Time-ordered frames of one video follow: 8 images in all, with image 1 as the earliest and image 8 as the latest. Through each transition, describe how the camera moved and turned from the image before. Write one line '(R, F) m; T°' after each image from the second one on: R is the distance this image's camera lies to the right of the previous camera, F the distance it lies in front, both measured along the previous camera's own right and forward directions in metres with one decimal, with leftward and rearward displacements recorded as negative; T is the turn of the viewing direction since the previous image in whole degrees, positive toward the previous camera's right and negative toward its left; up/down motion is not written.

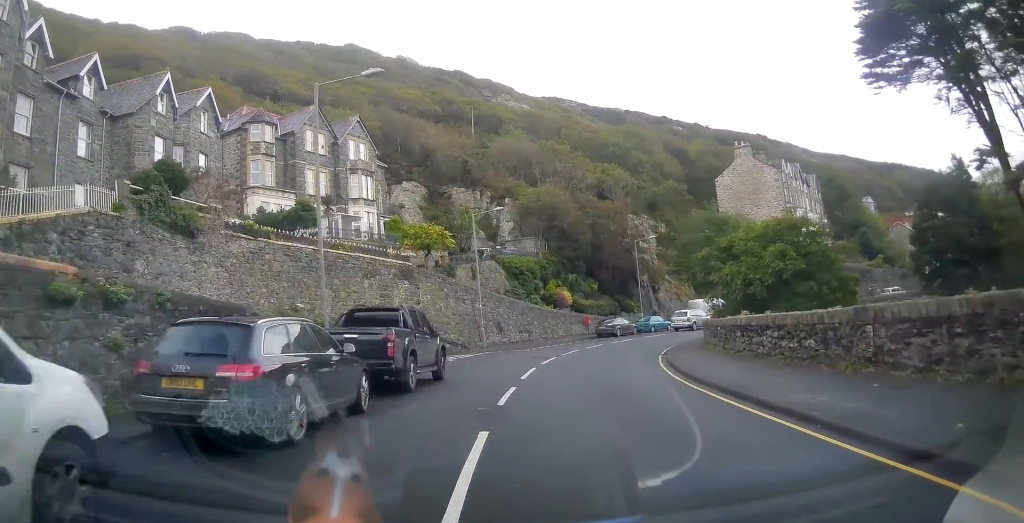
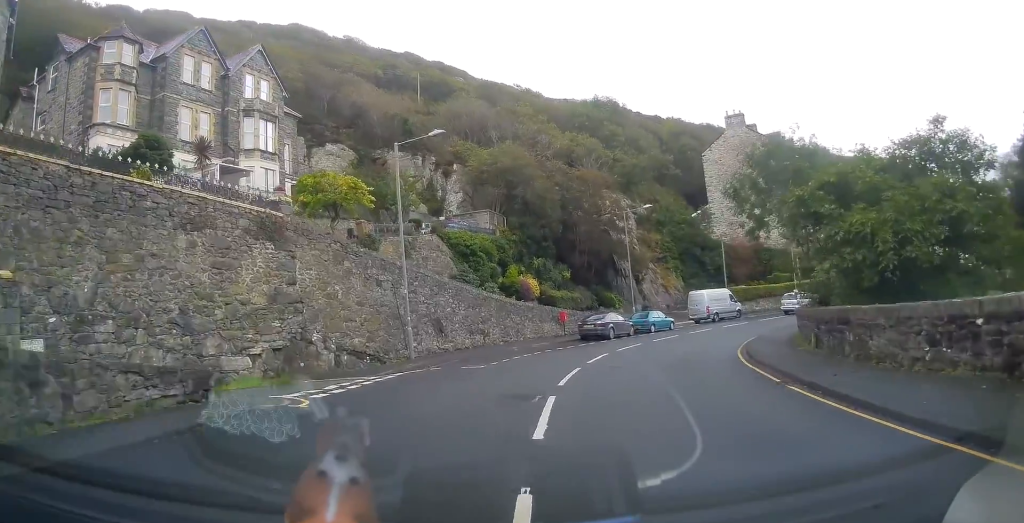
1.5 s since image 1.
(+0.6, +14.3) m; +6°
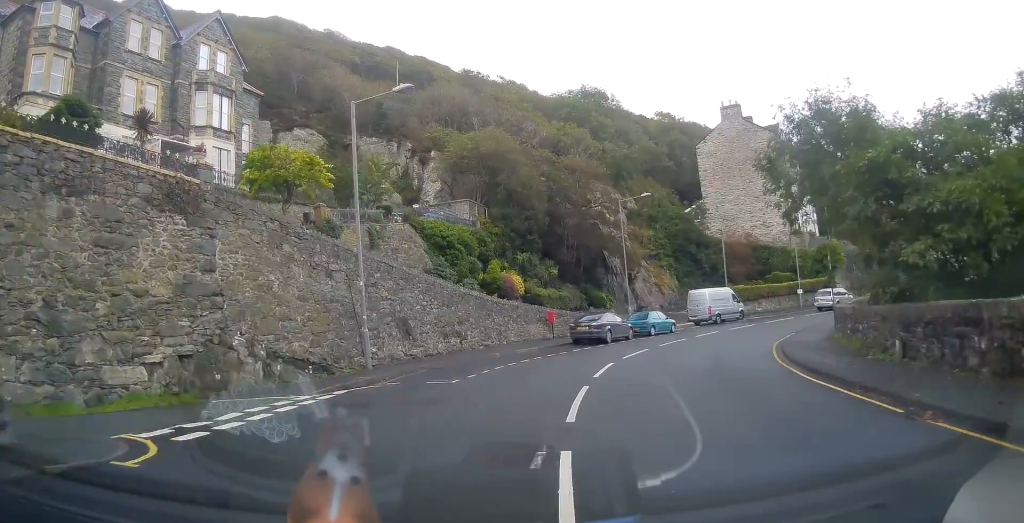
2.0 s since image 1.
(+0.1, +4.6) m; +3°
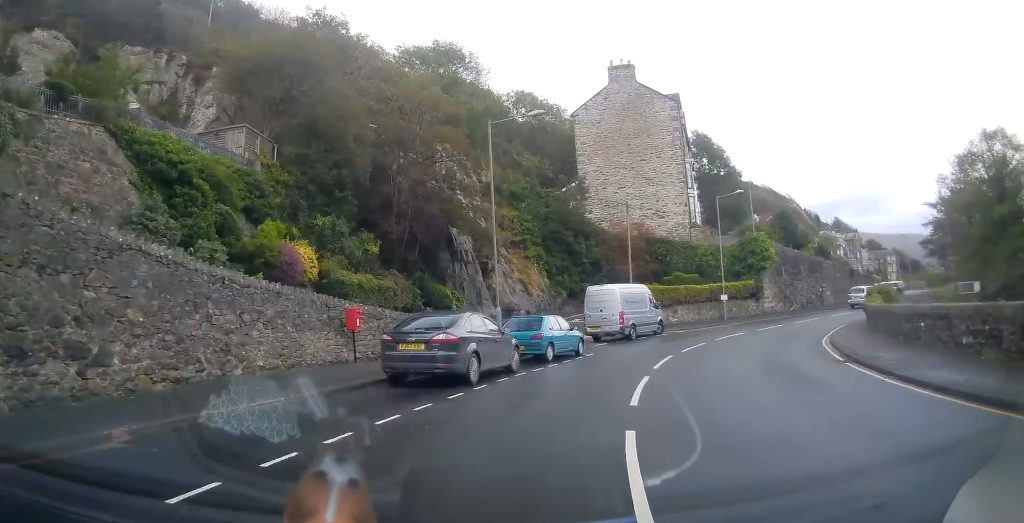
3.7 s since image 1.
(+2.1, +17.0) m; +17°
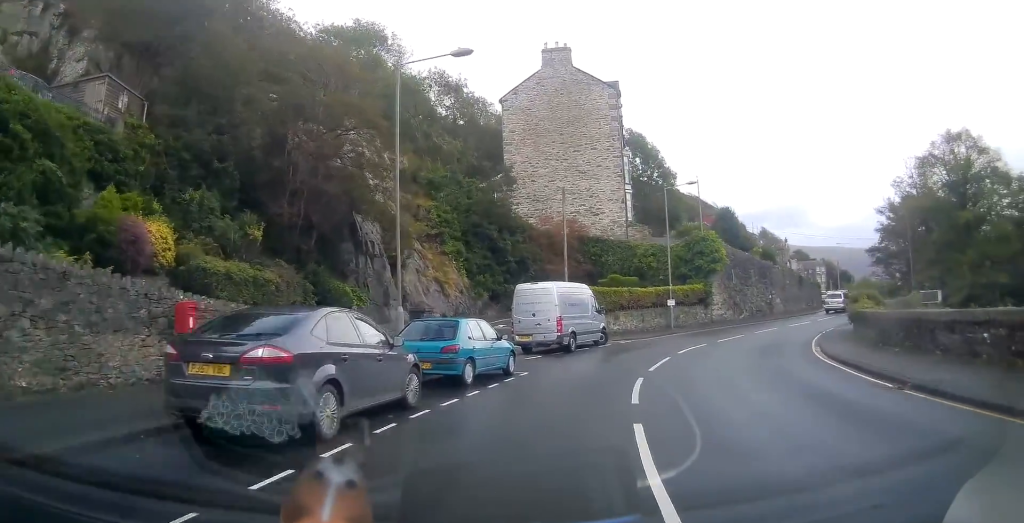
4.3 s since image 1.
(+0.1, +5.6) m; +7°
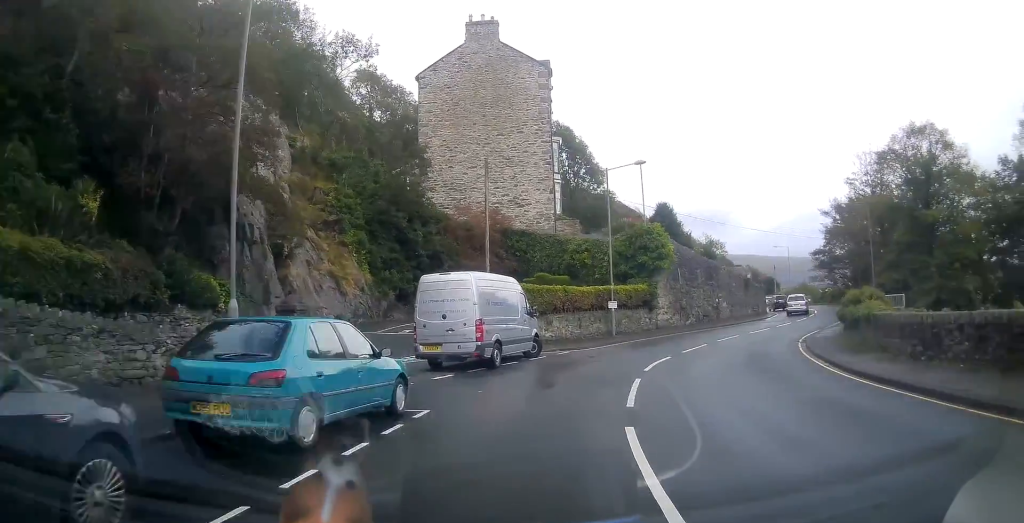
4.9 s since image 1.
(+0.6, +6.1) m; +7°
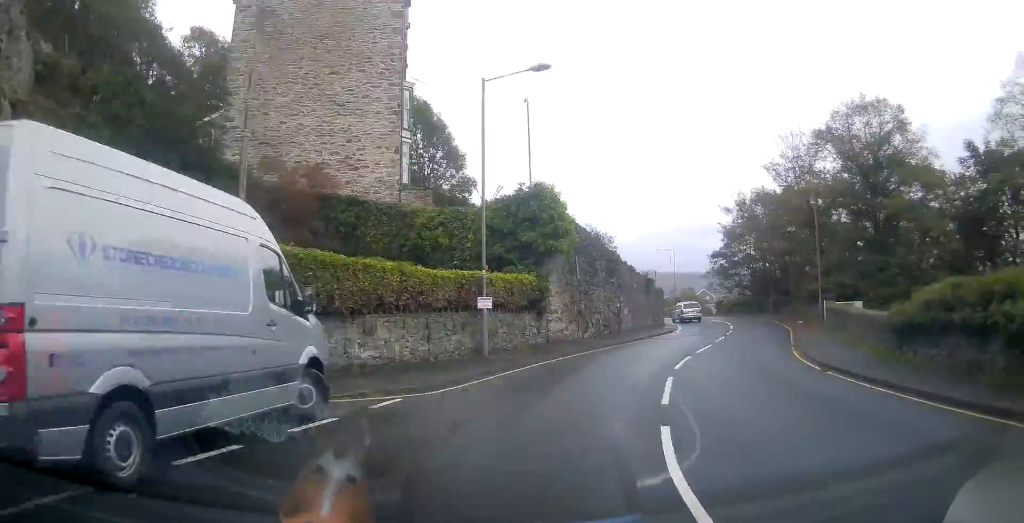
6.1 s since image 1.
(+1.3, +12.3) m; +13°
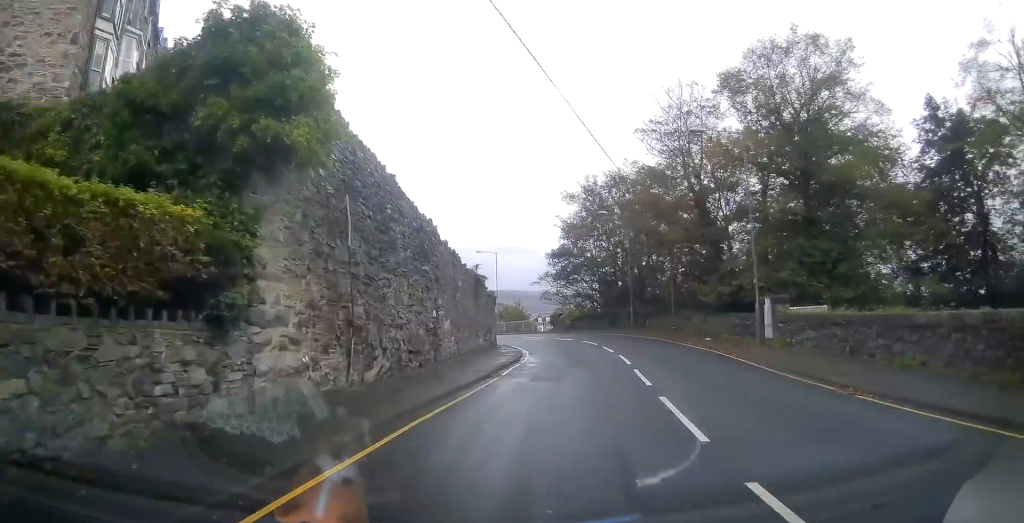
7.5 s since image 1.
(+2.2, +14.5) m; +16°
